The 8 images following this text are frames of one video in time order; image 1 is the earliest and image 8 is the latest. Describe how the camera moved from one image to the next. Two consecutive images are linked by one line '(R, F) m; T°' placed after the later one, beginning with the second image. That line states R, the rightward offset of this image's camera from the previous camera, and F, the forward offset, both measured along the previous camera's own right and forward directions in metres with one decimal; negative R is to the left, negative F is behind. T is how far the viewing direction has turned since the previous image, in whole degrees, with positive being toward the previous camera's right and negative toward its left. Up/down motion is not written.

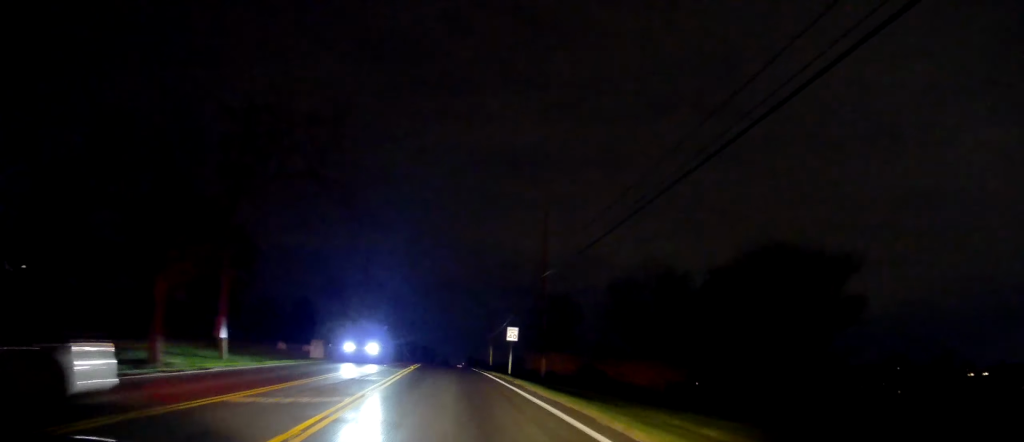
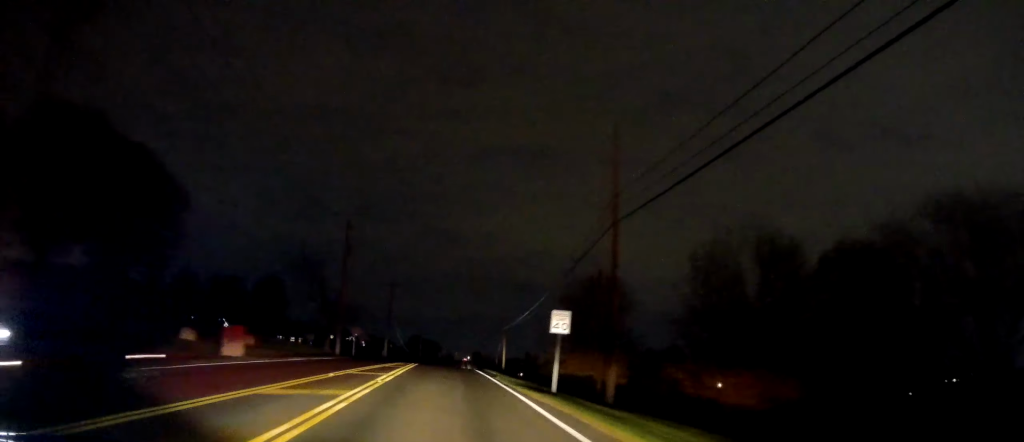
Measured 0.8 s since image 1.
(+0.3, +14.5) m; +1°
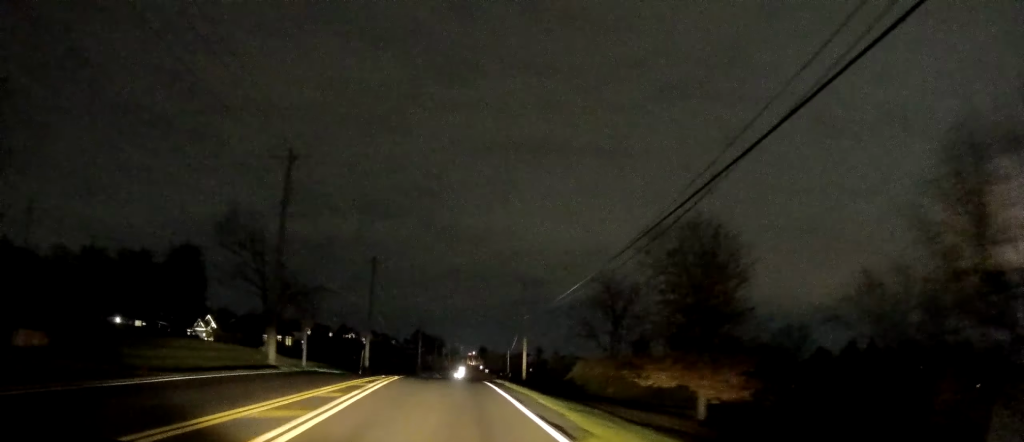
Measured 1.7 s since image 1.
(+0.2, +17.6) m; 0°
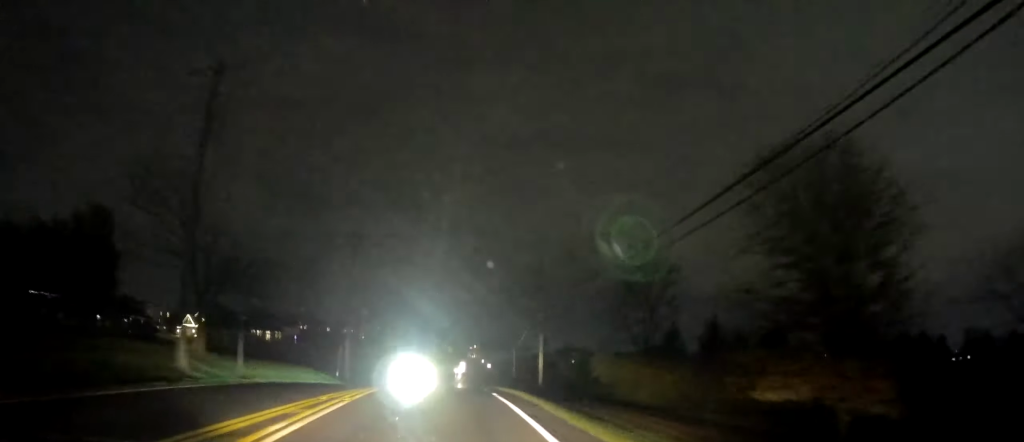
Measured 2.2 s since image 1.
(+0.1, +10.1) m; -1°
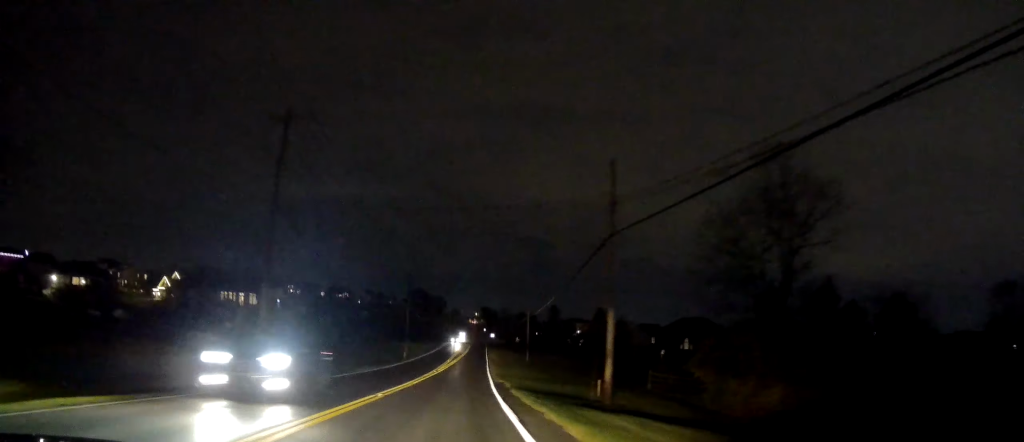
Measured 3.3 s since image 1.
(-0.5, +19.7) m; -1°
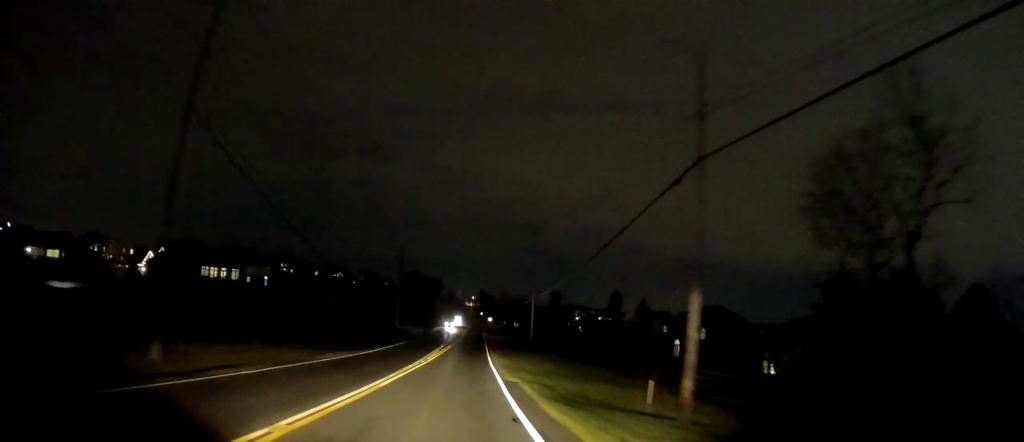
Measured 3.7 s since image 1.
(+0.1, +9.0) m; +1°
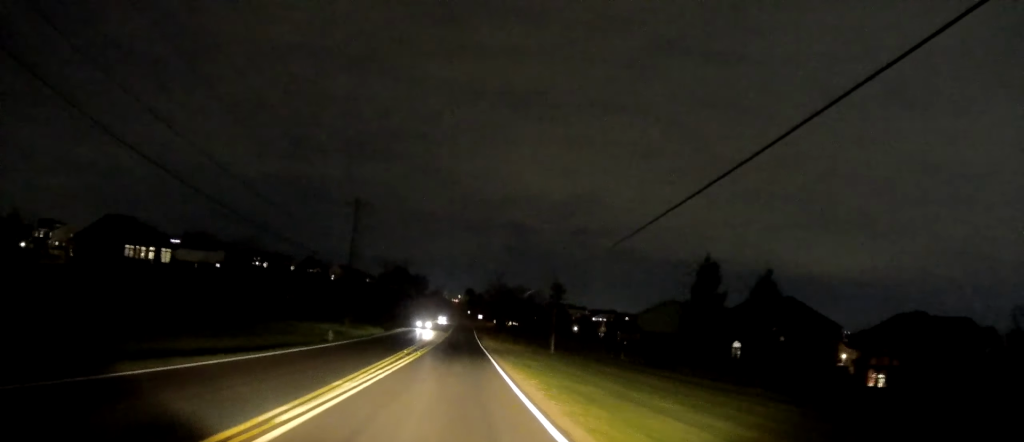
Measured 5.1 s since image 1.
(+0.5, +26.0) m; +1°
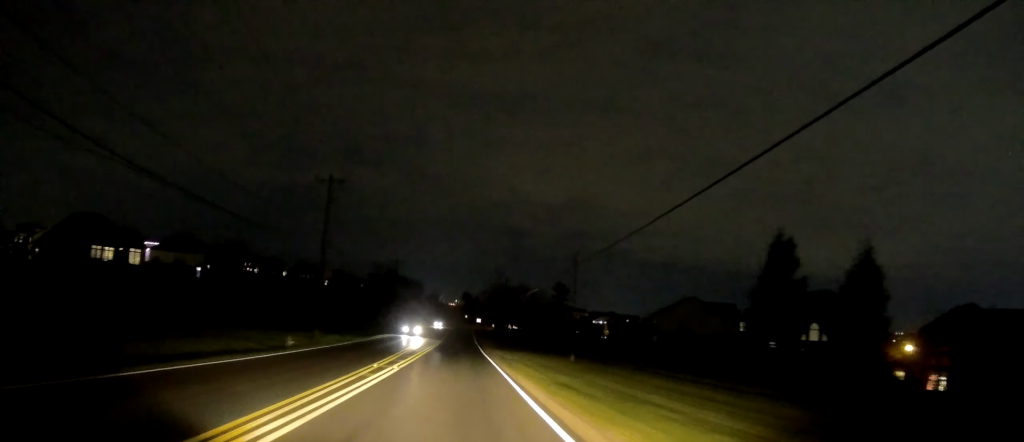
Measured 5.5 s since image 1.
(-0.1, +9.3) m; 0°
